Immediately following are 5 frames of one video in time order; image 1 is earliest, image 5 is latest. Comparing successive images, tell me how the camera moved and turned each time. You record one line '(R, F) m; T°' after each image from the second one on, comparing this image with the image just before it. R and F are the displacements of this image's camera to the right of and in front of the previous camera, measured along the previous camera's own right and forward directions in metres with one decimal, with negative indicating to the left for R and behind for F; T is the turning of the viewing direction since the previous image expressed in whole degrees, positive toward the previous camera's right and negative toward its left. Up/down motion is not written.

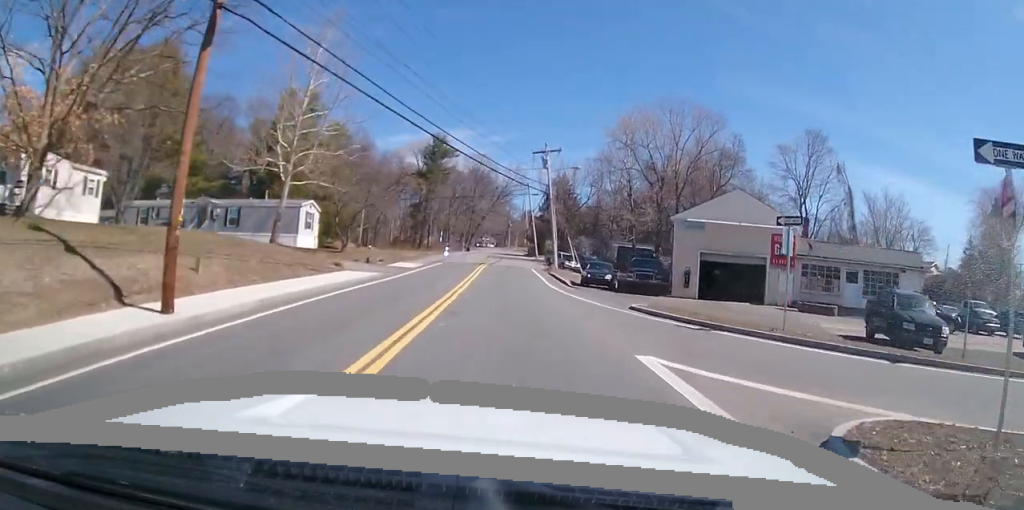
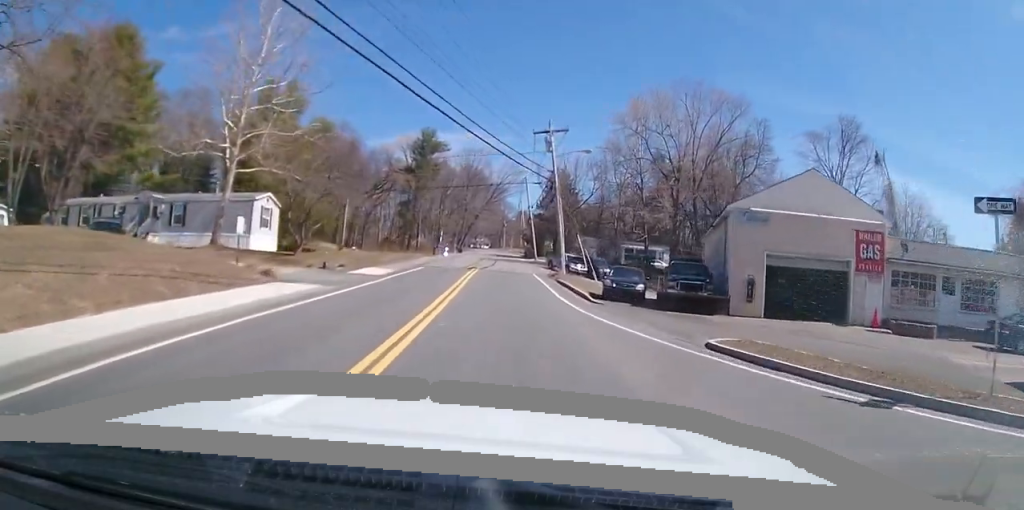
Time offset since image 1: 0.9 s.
(0.0, +7.3) m; -2°
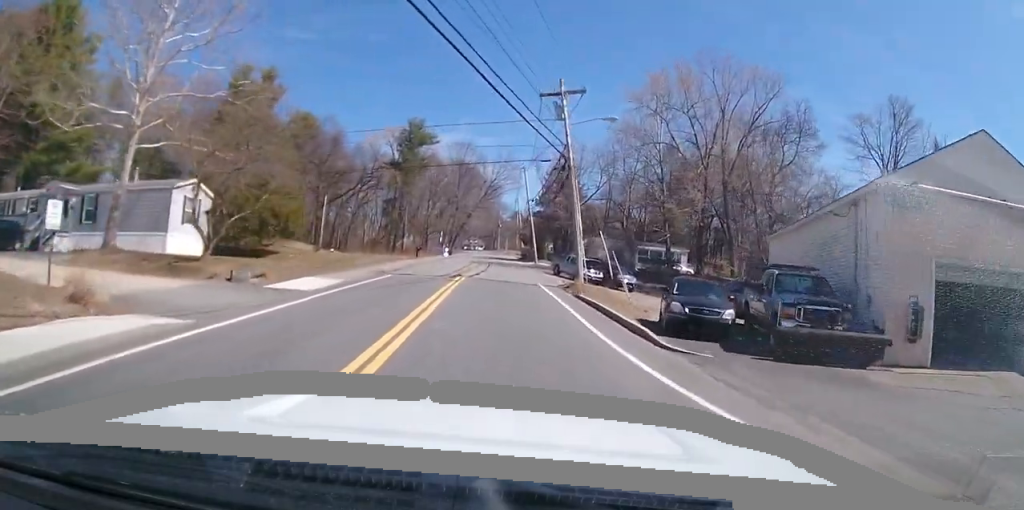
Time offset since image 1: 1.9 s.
(-0.2, +9.0) m; -3°
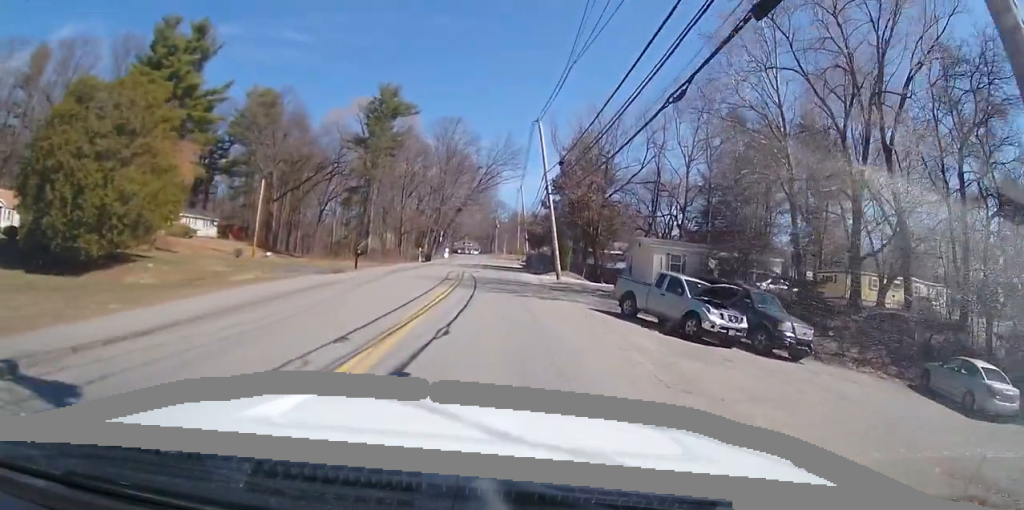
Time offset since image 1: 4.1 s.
(+0.6, +23.7) m; +2°
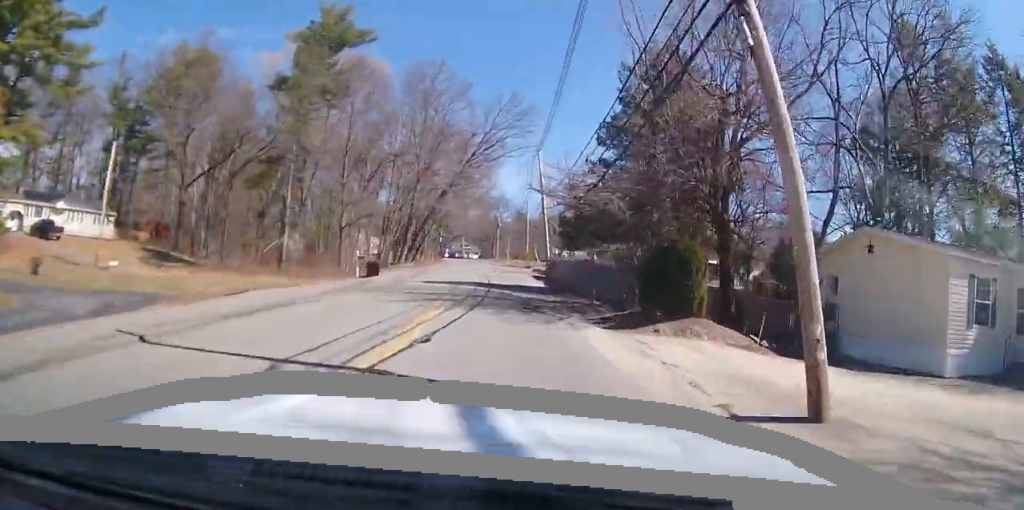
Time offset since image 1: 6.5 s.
(+0.2, +28.9) m; +3°
